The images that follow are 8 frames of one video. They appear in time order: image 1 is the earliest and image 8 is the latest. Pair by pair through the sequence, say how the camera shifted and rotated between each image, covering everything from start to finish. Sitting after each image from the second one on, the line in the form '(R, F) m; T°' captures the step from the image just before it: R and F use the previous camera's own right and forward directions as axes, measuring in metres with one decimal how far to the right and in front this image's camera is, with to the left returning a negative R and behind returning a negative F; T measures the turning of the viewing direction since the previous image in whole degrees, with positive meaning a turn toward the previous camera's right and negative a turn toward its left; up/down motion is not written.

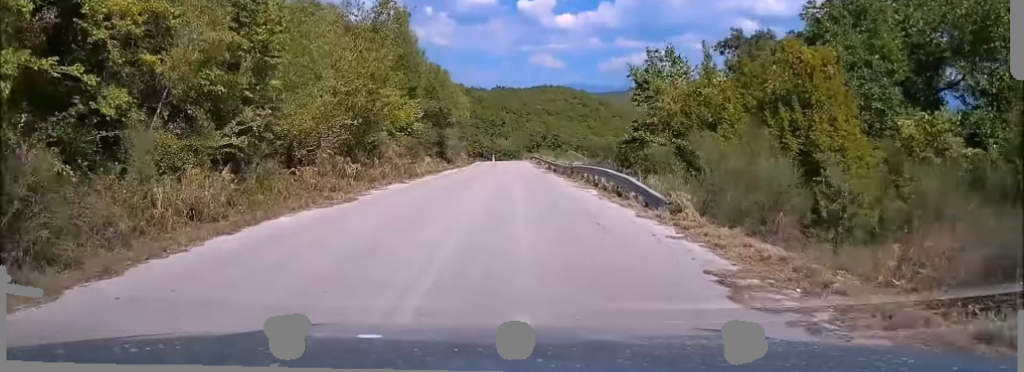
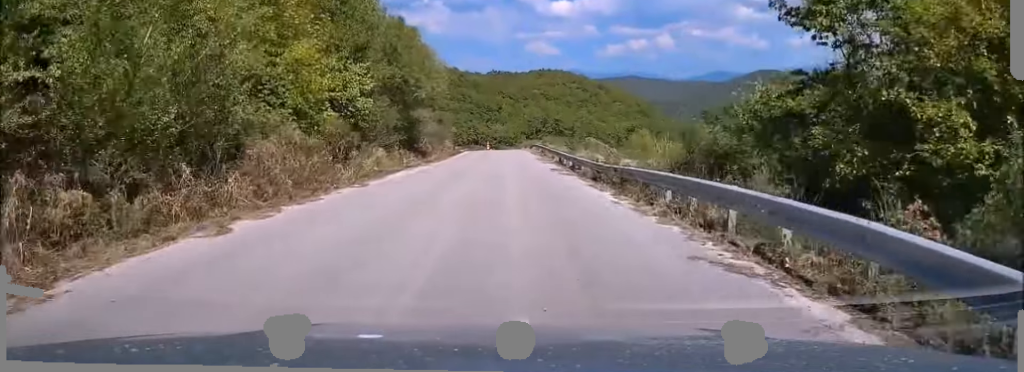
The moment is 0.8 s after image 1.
(0.0, +17.7) m; 0°
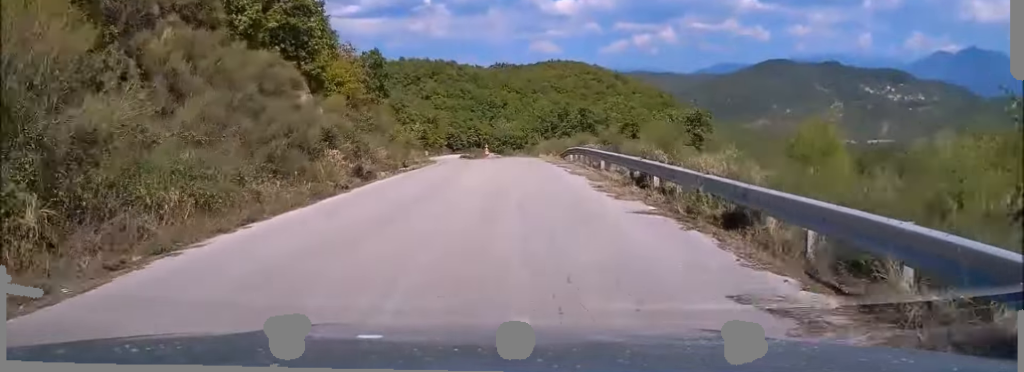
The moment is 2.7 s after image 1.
(-0.6, +44.6) m; -2°
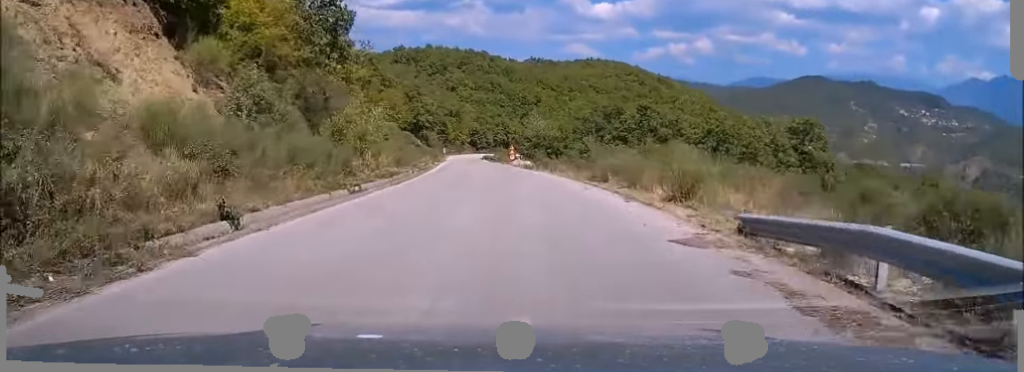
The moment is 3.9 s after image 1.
(-0.3, +27.5) m; -2°
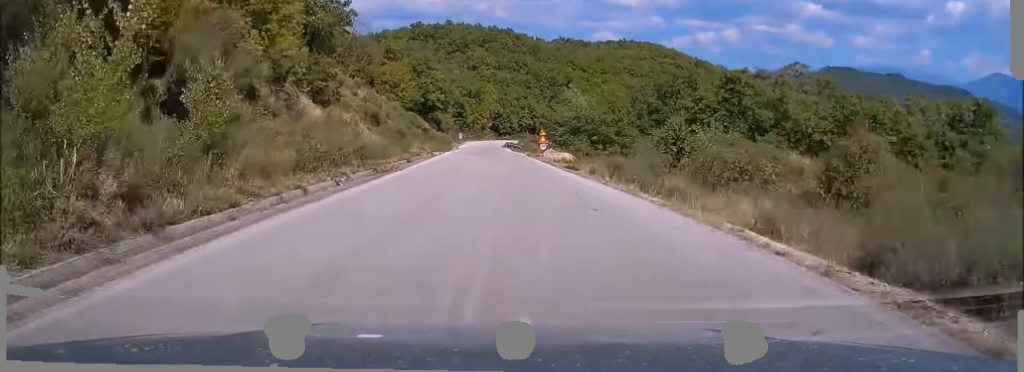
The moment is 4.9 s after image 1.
(-0.5, +23.7) m; -2°
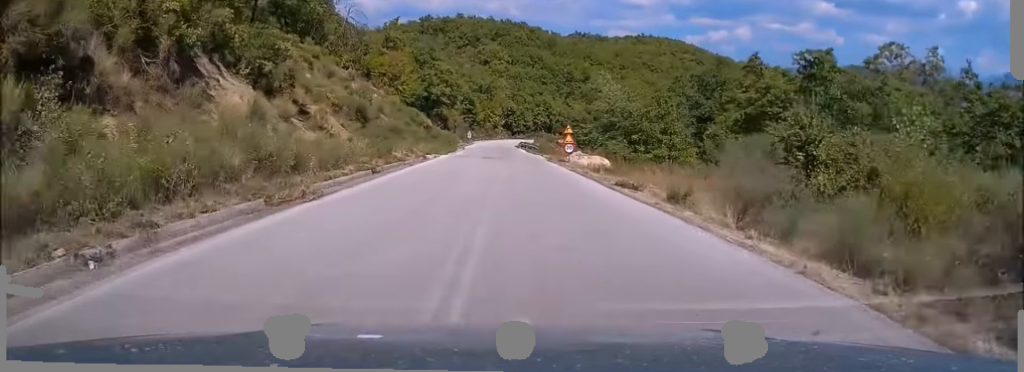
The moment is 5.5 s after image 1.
(0.0, +13.5) m; -1°
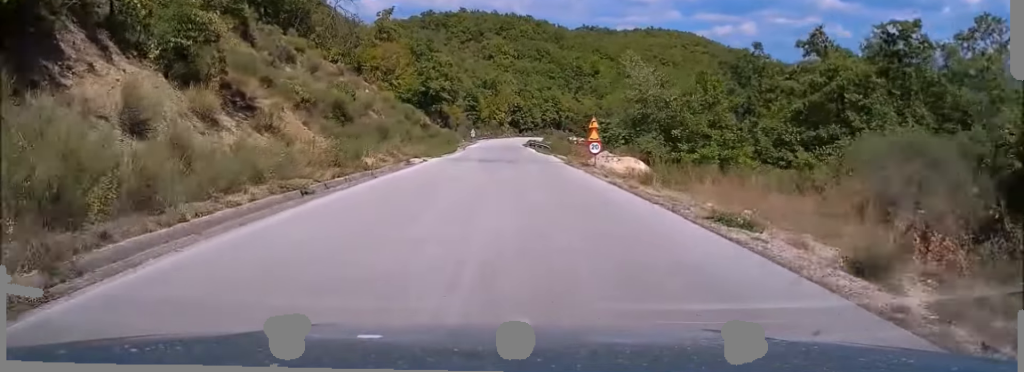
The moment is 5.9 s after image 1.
(0.0, +10.2) m; -1°
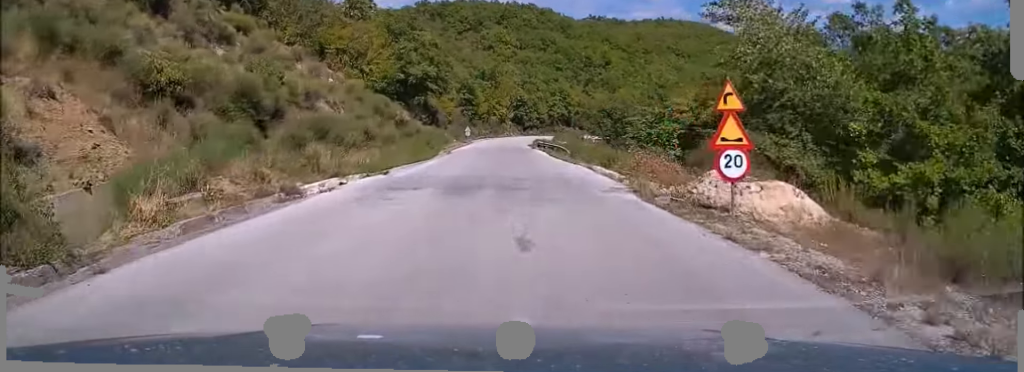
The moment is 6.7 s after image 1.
(-0.4, +19.5) m; -1°
